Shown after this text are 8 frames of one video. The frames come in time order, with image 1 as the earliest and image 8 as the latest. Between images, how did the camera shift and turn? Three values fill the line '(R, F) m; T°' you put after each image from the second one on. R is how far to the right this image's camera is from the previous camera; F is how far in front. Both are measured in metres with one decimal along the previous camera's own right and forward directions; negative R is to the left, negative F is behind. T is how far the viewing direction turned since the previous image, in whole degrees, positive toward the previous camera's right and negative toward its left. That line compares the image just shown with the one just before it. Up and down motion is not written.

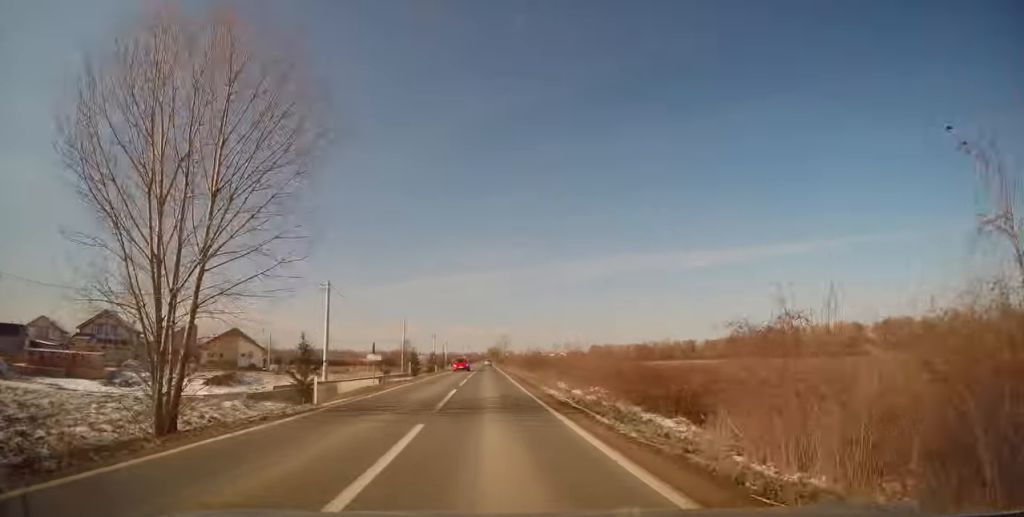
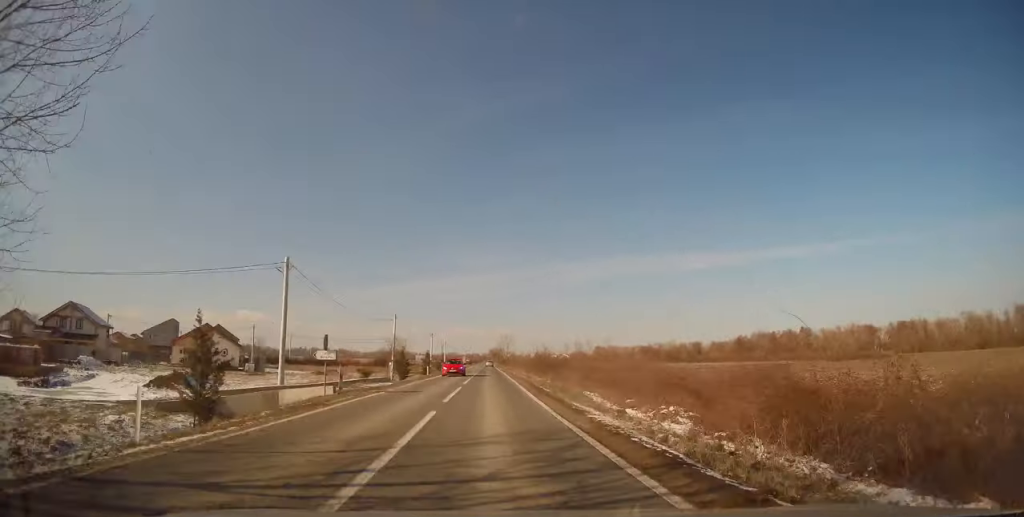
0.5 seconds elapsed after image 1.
(0.0, +9.3) m; 0°
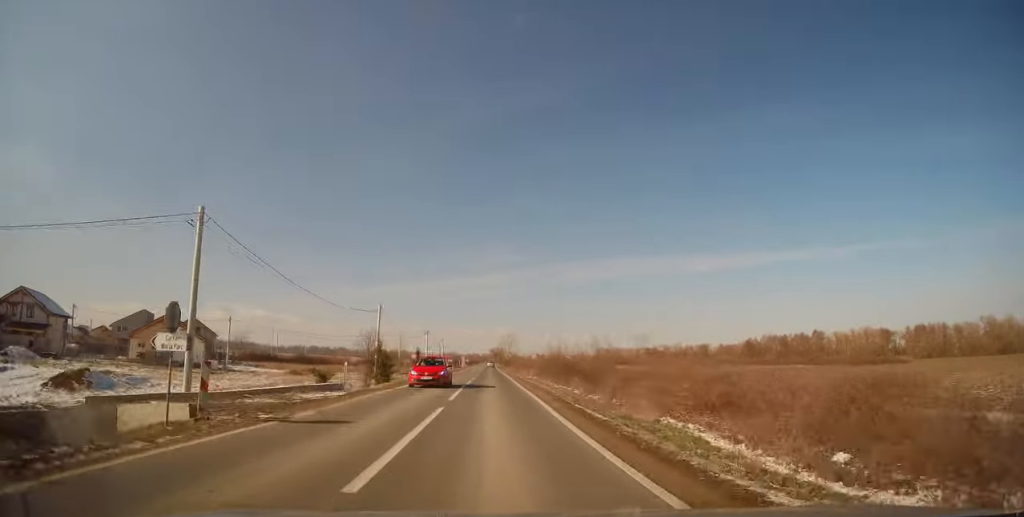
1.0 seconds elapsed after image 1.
(-0.1, +10.7) m; +1°
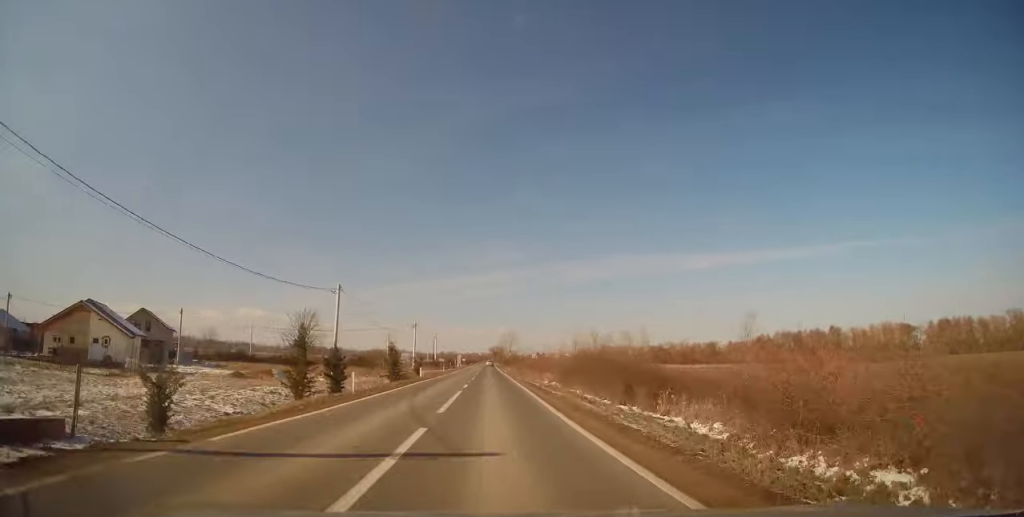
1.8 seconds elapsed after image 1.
(+0.3, +15.9) m; +1°
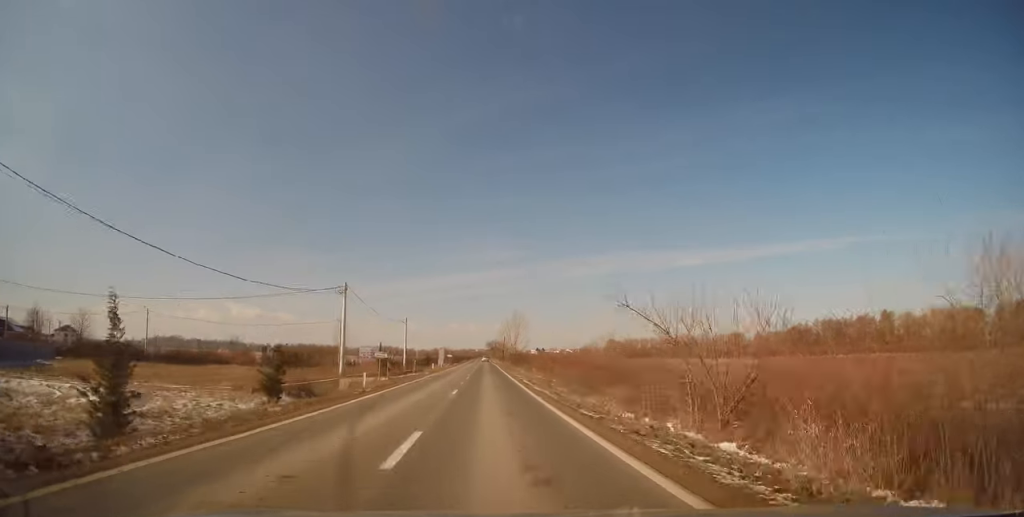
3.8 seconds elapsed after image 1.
(-0.1, +42.6) m; -1°
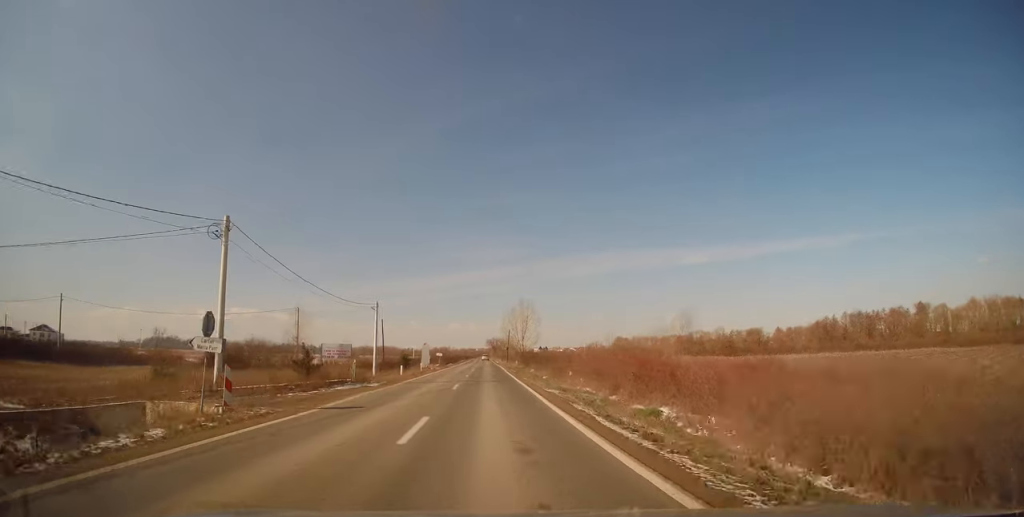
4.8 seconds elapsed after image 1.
(-0.1, +21.9) m; 0°
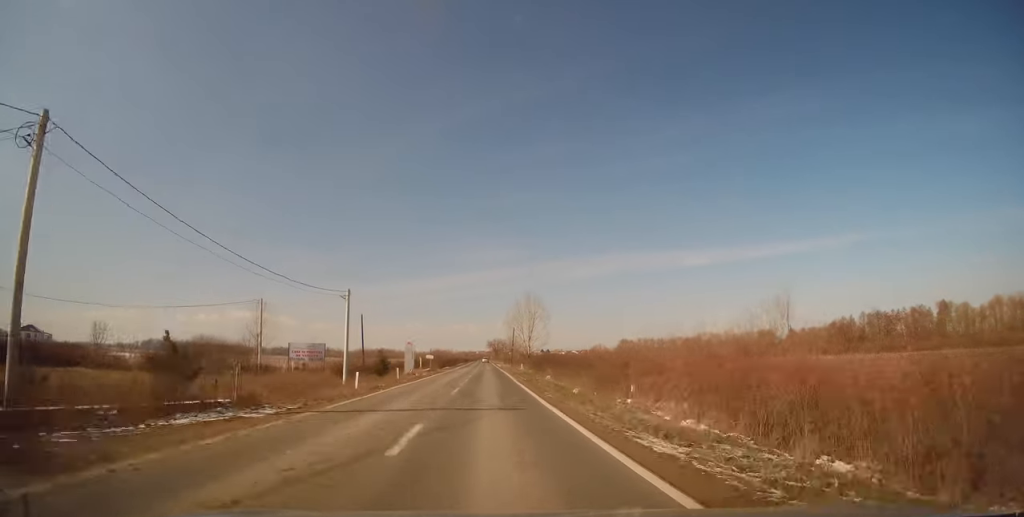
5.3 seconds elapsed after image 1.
(0.0, +12.5) m; 0°
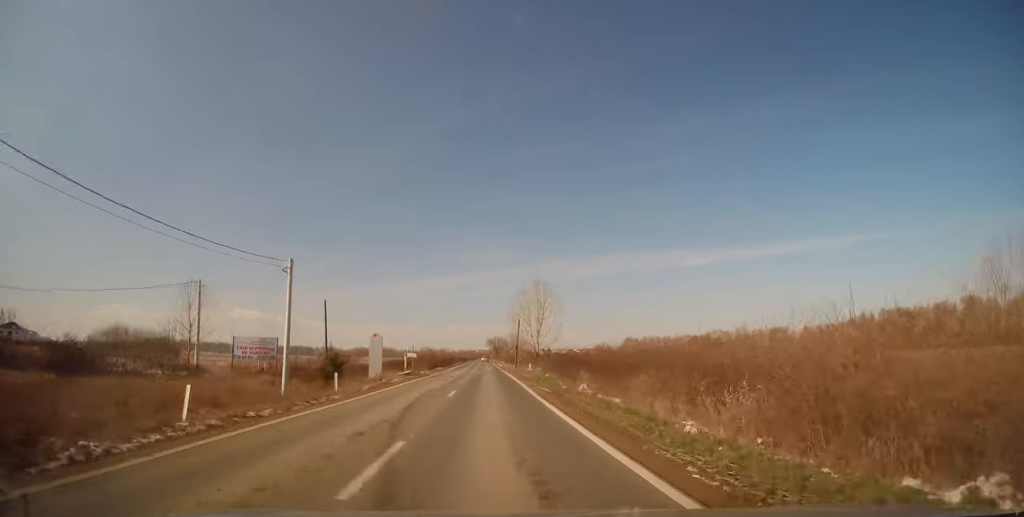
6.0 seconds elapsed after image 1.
(+0.1, +14.1) m; 0°
